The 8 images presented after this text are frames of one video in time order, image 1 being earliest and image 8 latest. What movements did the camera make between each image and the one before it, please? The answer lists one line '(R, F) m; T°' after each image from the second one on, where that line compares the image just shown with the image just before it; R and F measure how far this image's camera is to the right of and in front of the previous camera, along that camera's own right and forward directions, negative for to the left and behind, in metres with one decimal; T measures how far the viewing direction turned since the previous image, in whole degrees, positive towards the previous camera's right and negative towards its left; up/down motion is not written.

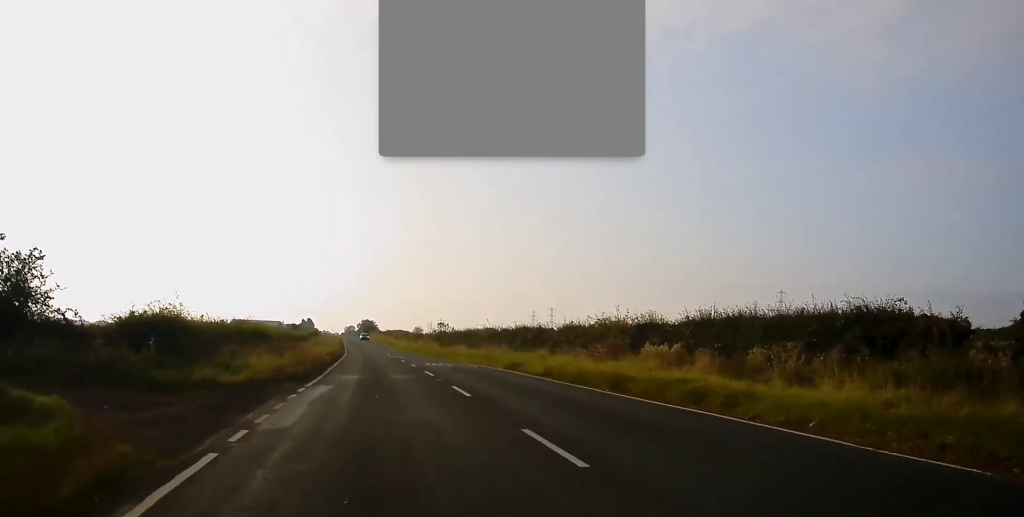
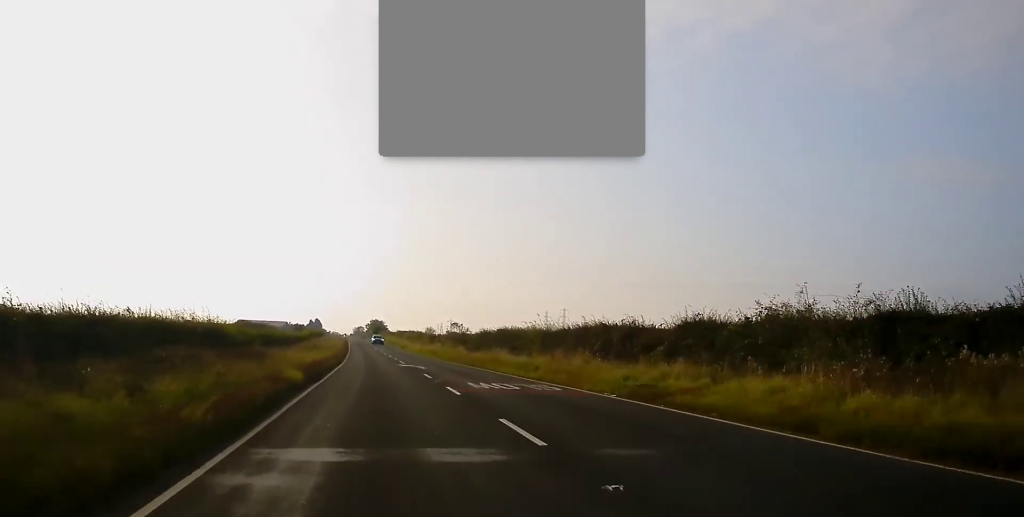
(+0.2, +16.1) m; 0°
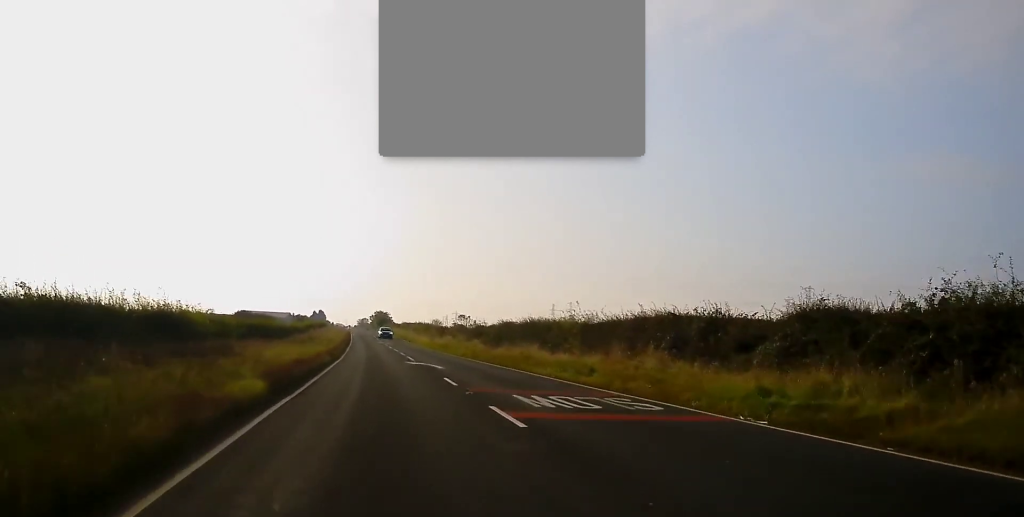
(-0.1, +8.1) m; 0°
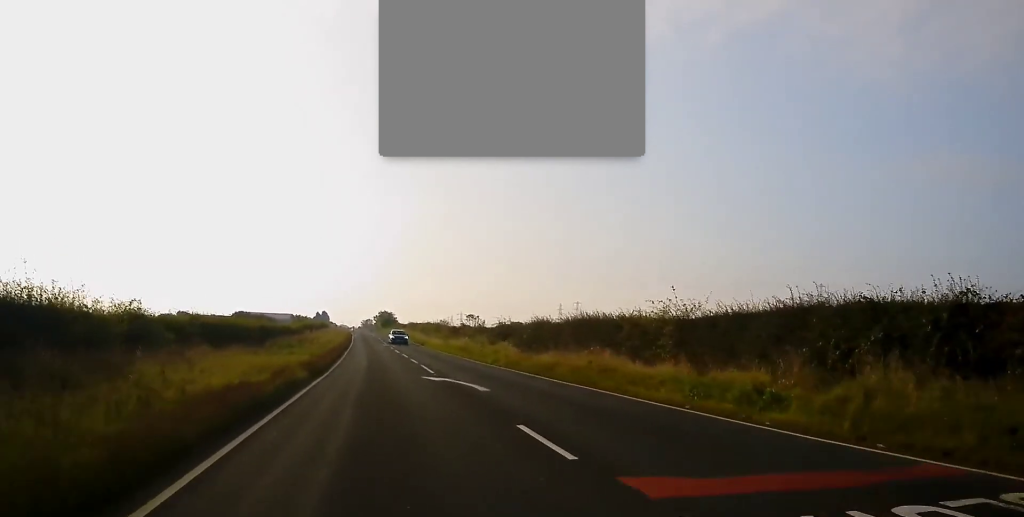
(-0.1, +11.4) m; -1°
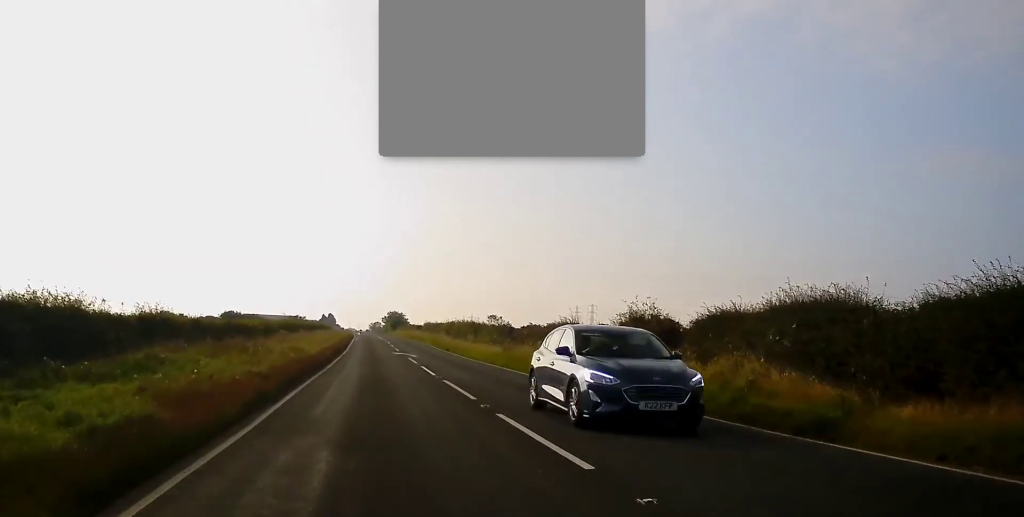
(-0.2, +29.3) m; -1°
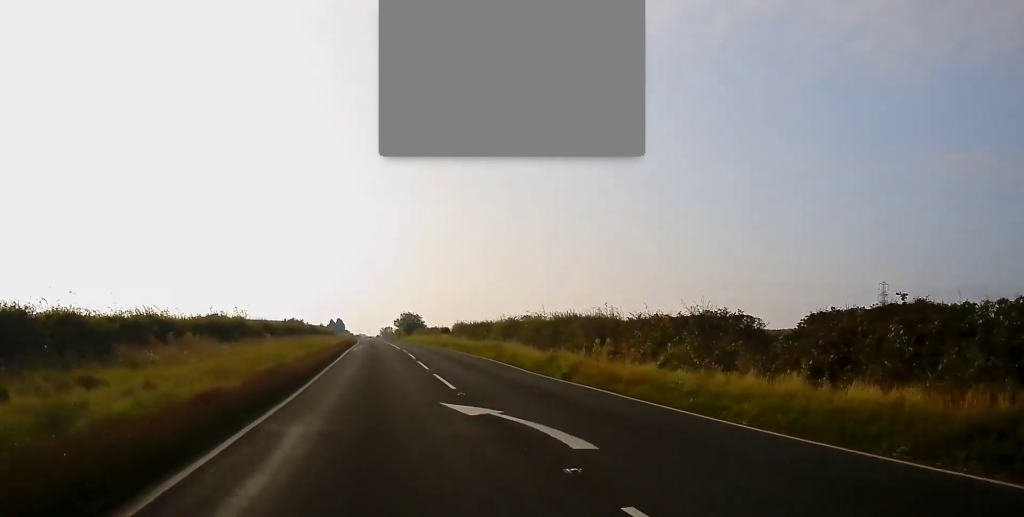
(-0.2, +34.0) m; 0°
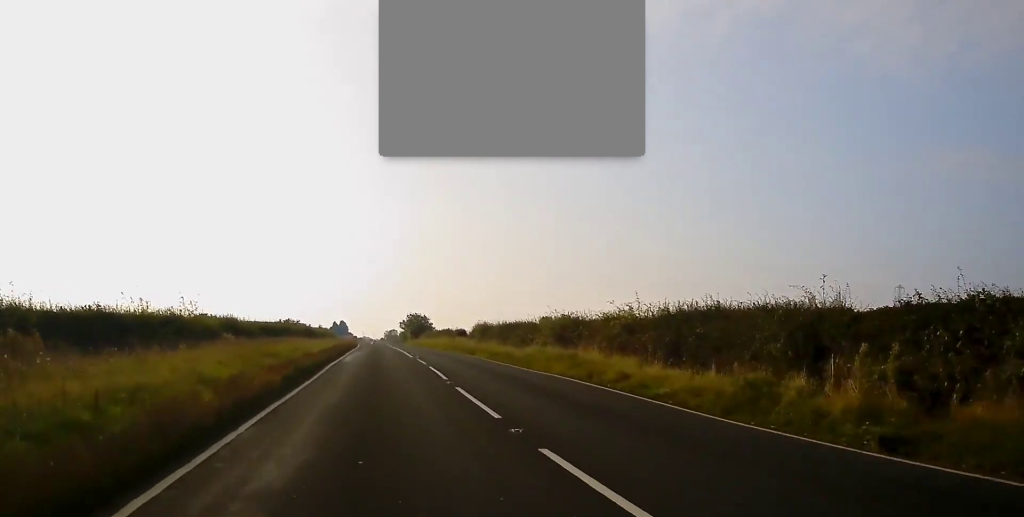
(-0.1, +15.3) m; -1°
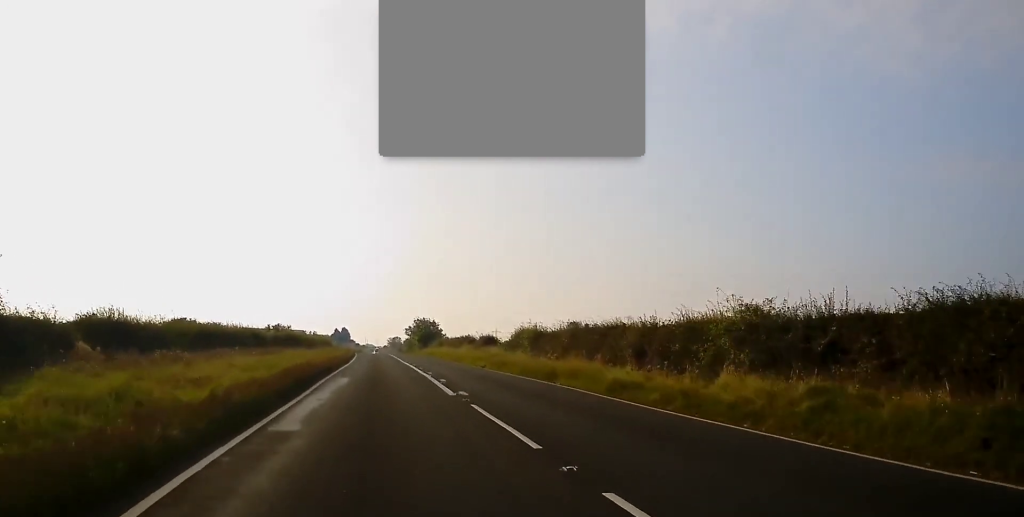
(-0.2, +20.7) m; 0°
